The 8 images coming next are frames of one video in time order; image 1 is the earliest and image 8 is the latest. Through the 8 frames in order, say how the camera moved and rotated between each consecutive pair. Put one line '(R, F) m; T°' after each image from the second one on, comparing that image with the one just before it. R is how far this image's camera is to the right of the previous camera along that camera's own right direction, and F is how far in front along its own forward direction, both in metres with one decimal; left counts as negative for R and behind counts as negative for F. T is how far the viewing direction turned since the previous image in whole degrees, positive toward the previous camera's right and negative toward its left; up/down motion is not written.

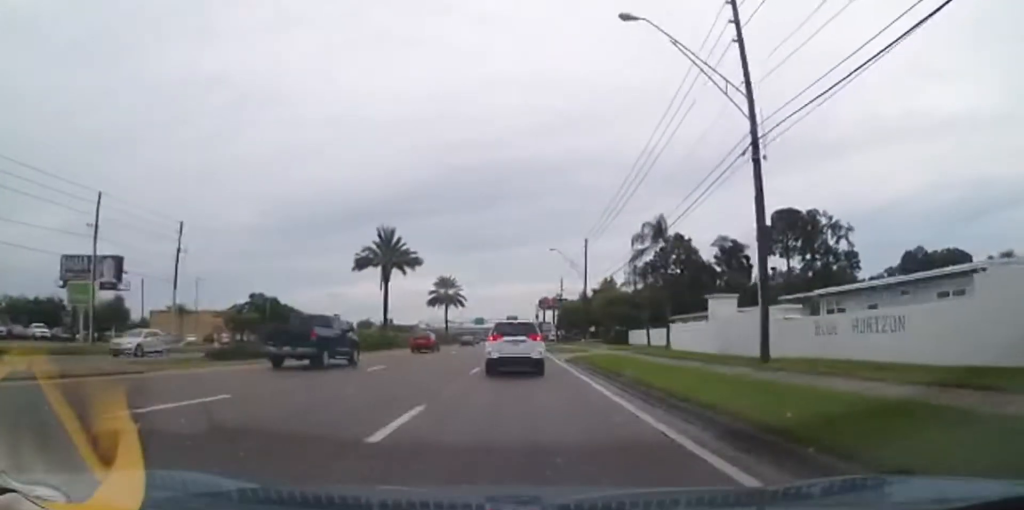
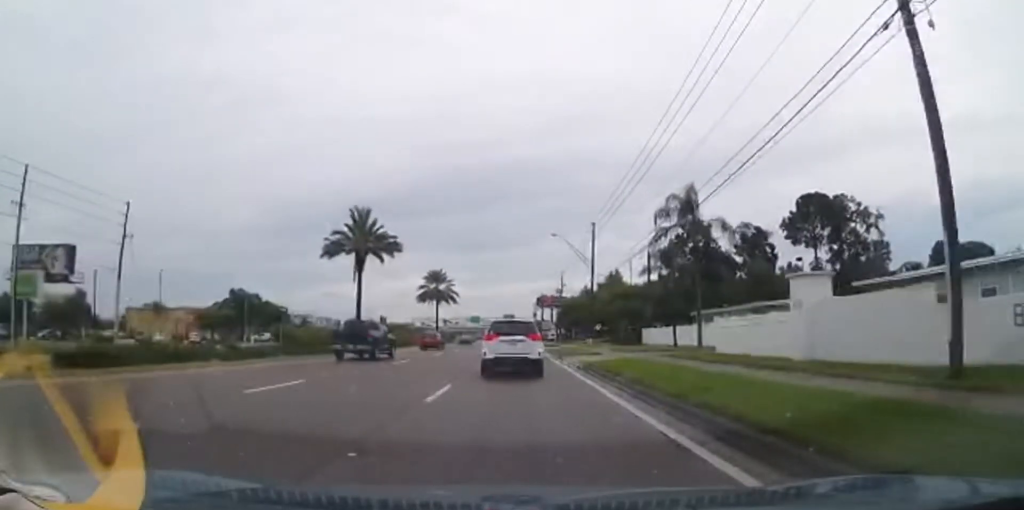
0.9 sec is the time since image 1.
(-0.2, +8.4) m; +2°
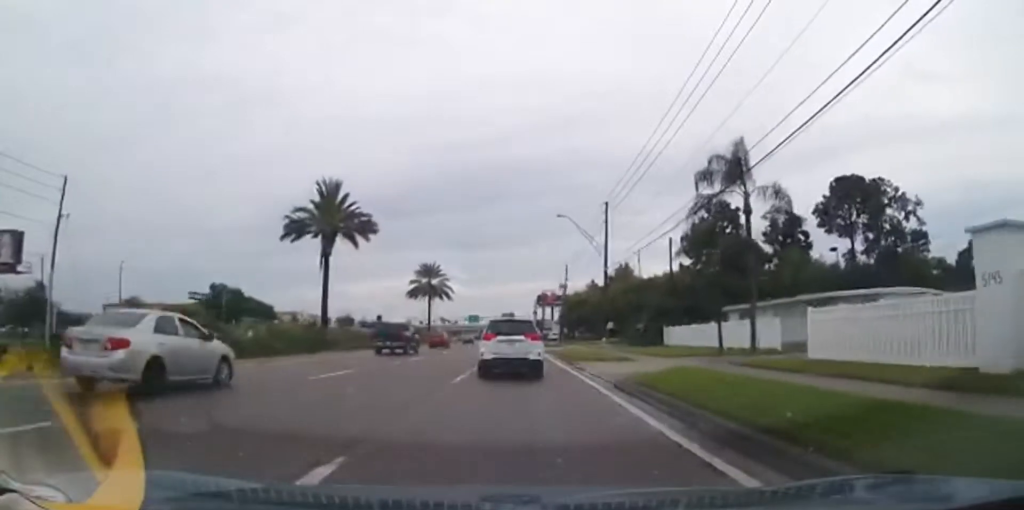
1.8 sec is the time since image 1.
(+0.5, +8.3) m; 0°
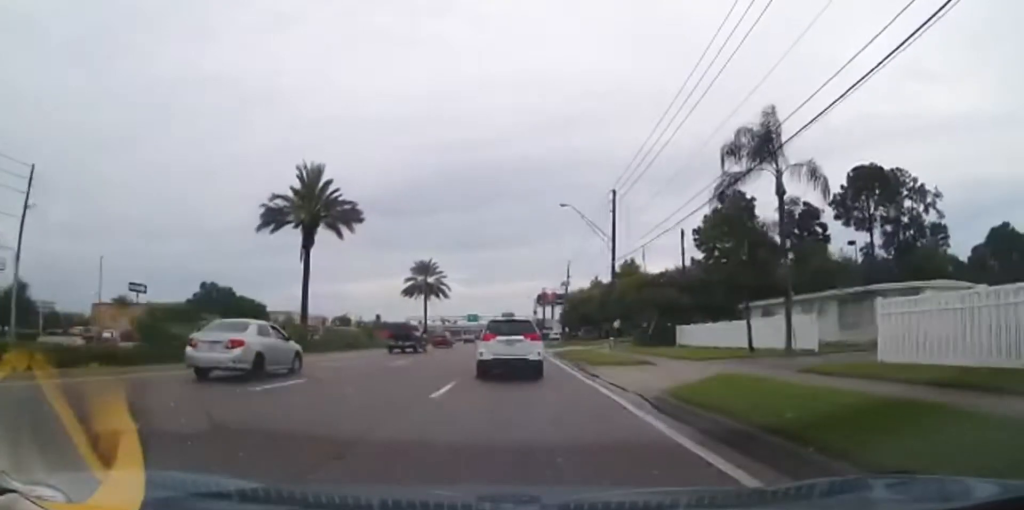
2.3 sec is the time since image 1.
(-0.1, +3.7) m; -1°
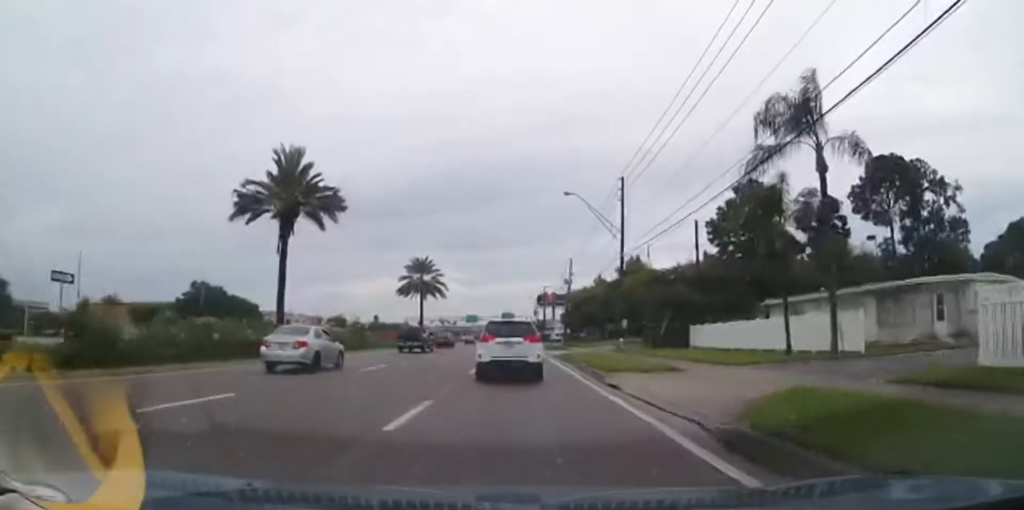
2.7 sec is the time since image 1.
(-0.2, +3.7) m; -2°
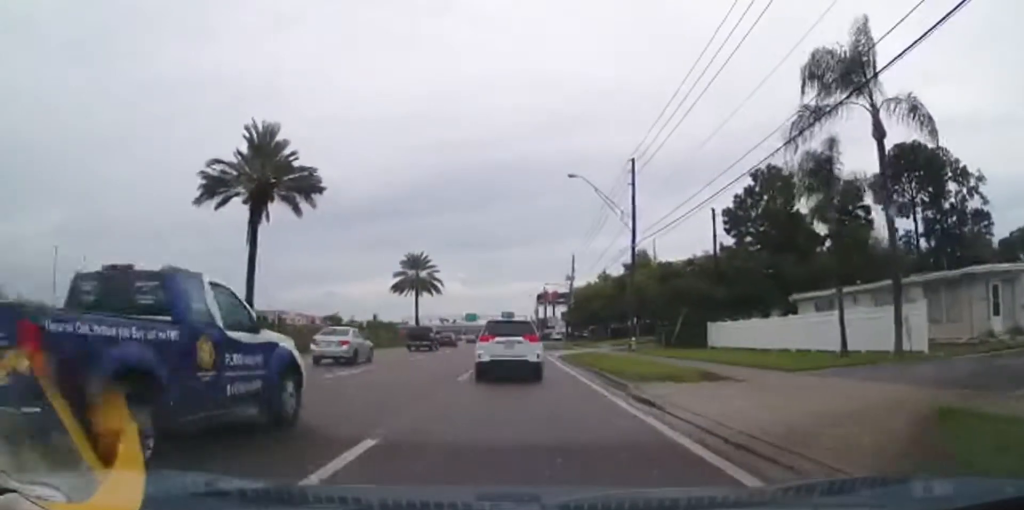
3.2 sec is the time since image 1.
(-0.1, +3.9) m; 0°
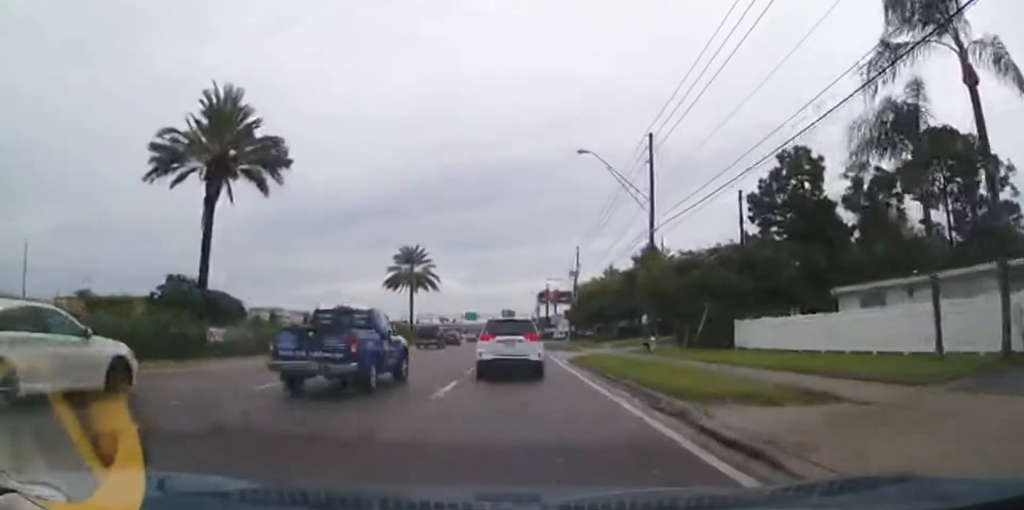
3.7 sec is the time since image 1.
(-0.1, +4.6) m; +2°
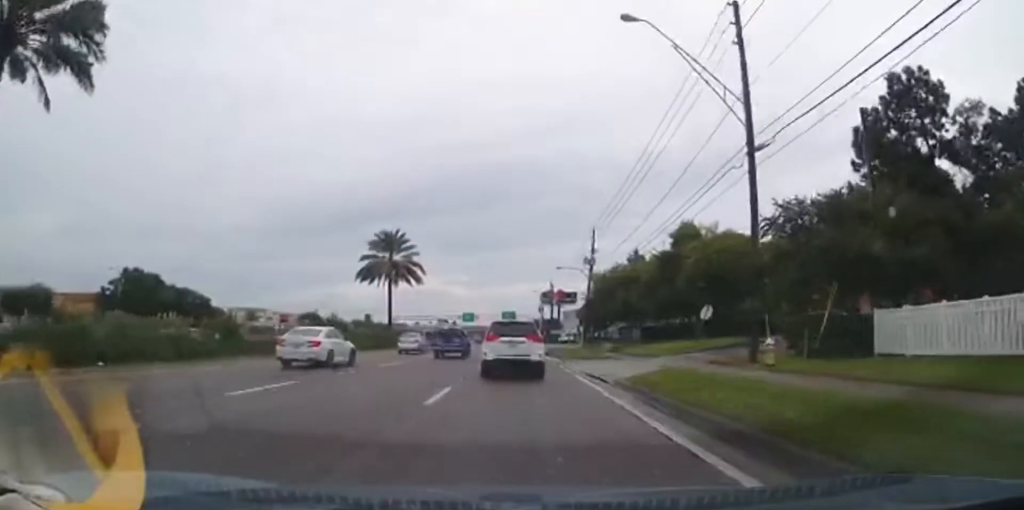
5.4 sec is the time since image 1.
(+0.4, +13.0) m; +1°
